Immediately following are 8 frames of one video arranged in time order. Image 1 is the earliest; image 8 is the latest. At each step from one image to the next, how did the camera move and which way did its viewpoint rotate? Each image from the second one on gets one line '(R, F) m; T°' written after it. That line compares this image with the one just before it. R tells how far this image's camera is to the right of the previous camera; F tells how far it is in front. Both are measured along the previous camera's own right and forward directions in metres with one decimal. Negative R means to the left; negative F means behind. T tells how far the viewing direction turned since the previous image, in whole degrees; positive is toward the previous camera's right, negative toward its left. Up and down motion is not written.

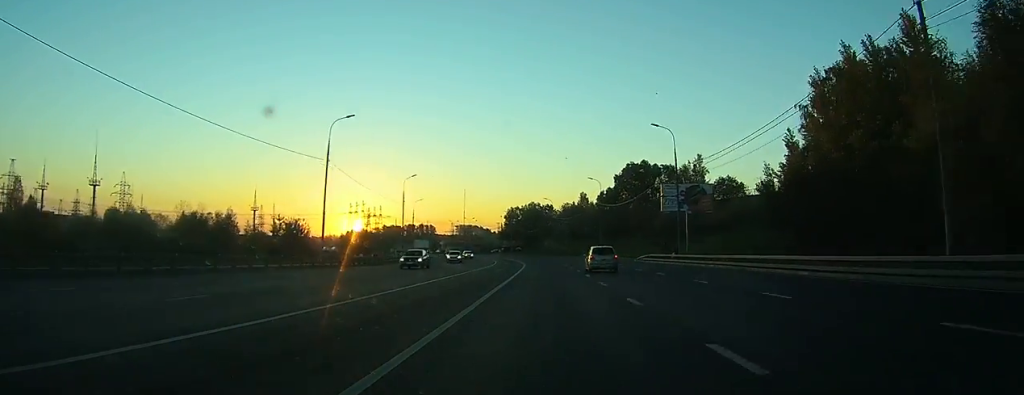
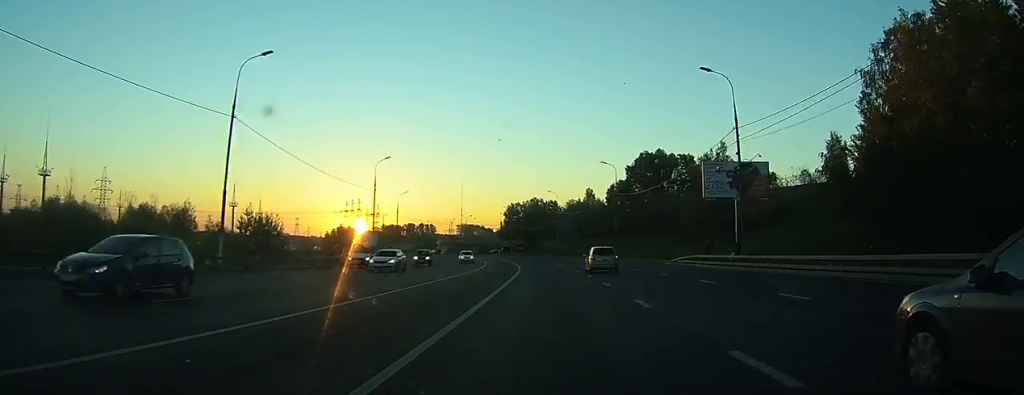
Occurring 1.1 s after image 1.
(0.0, +16.4) m; 0°
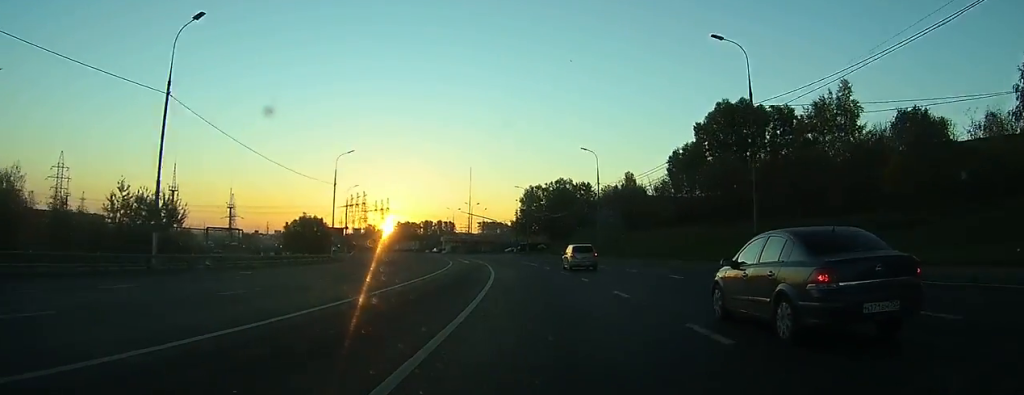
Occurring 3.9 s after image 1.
(-0.9, +44.4) m; -3°
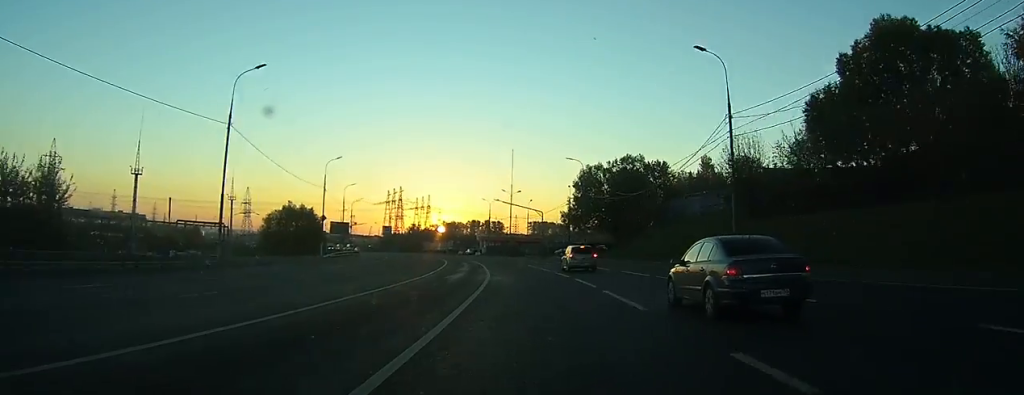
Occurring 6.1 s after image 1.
(-1.0, +33.1) m; -4°
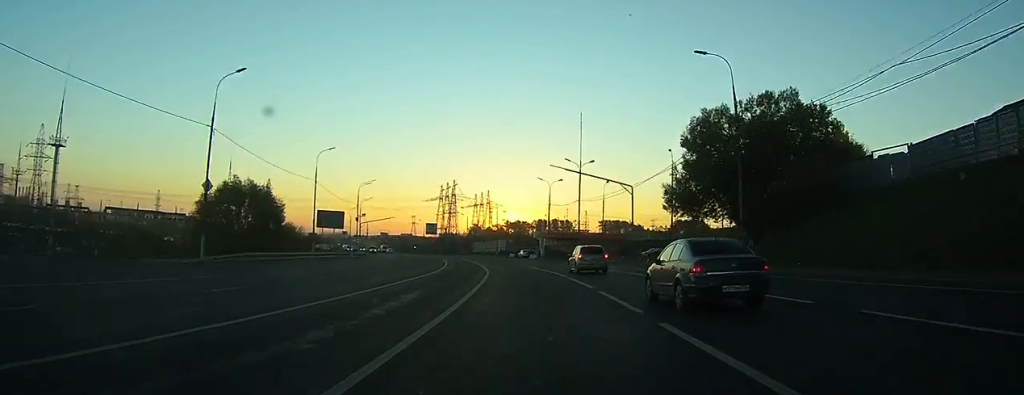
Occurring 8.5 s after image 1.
(-1.3, +38.1) m; -6°
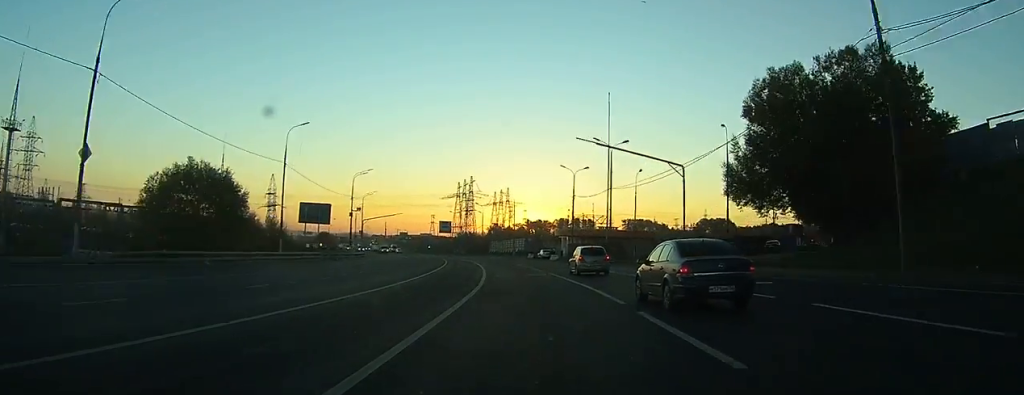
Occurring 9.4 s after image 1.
(-0.6, +13.2) m; -2°
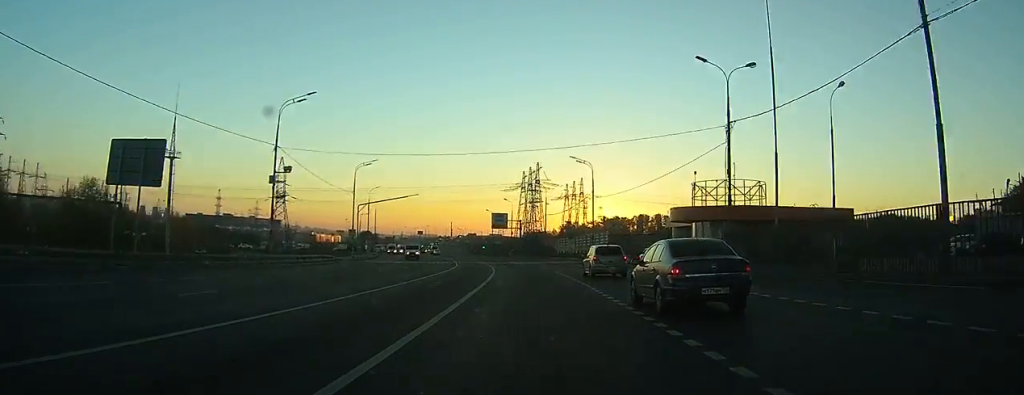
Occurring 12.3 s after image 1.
(-2.6, +44.4) m; -7°
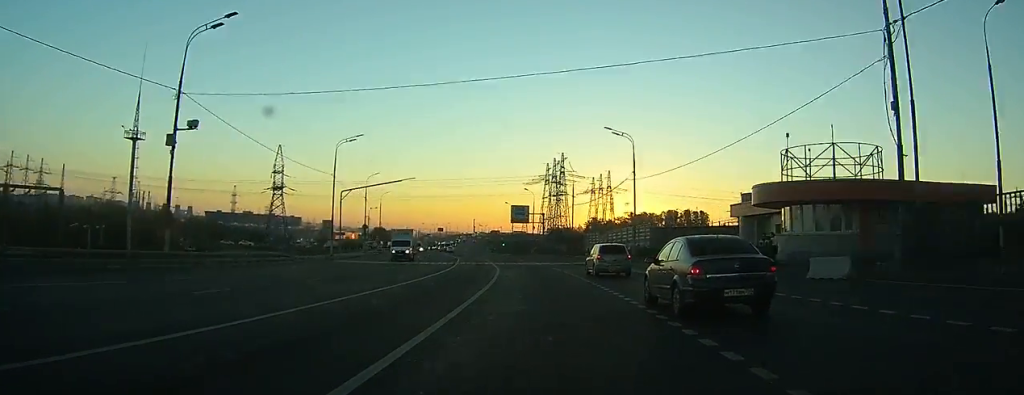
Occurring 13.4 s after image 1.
(-0.5, +16.1) m; -2°
